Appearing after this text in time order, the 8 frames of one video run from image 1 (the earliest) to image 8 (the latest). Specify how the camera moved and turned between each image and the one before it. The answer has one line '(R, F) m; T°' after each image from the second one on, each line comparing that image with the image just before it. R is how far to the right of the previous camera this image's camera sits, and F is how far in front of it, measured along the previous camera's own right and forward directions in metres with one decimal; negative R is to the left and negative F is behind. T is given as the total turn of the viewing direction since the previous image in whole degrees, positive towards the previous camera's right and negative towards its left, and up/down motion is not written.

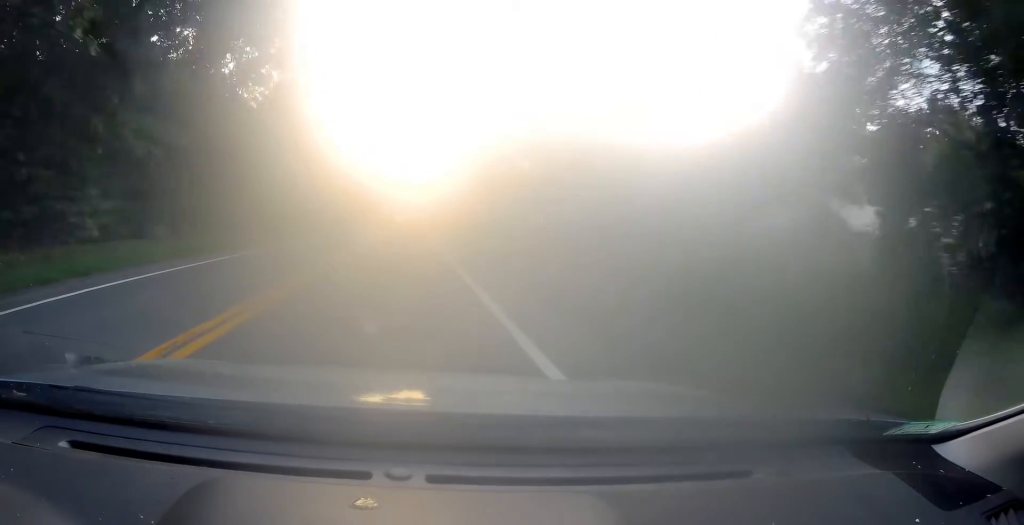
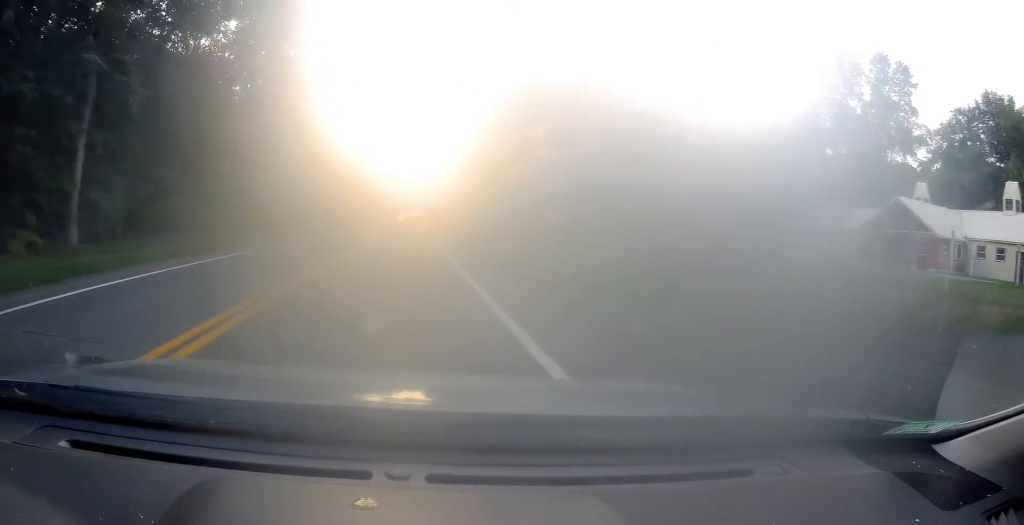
(0.0, +9.3) m; -1°
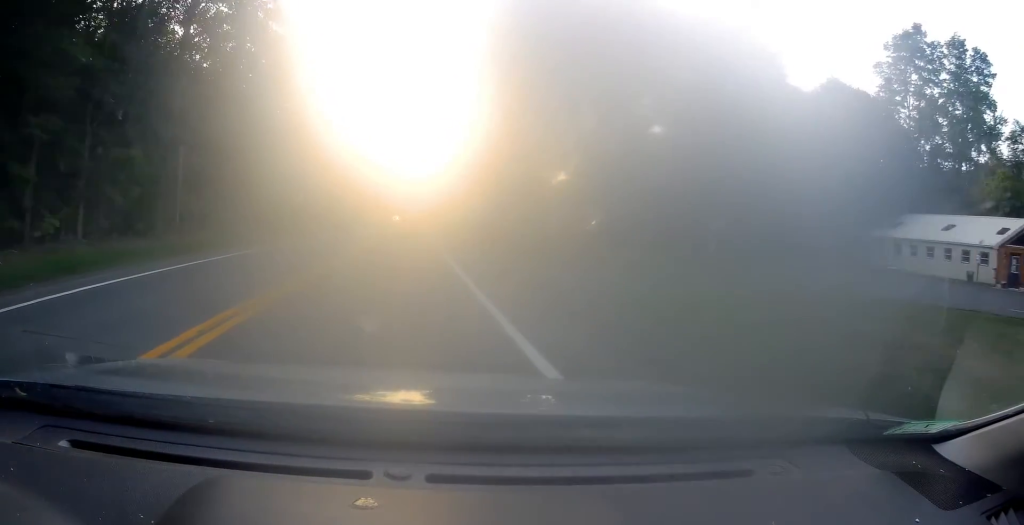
(-0.3, +14.6) m; -2°
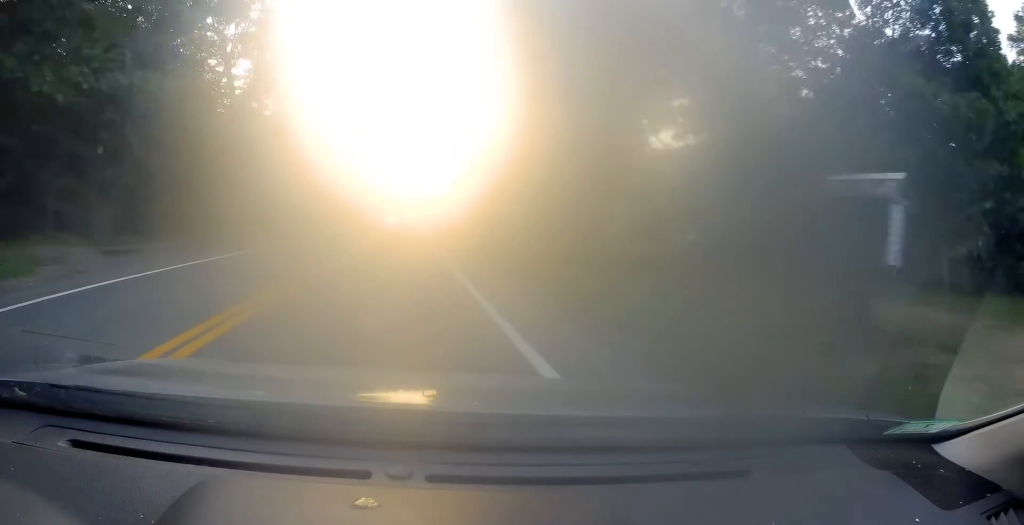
(-0.1, +19.3) m; 0°
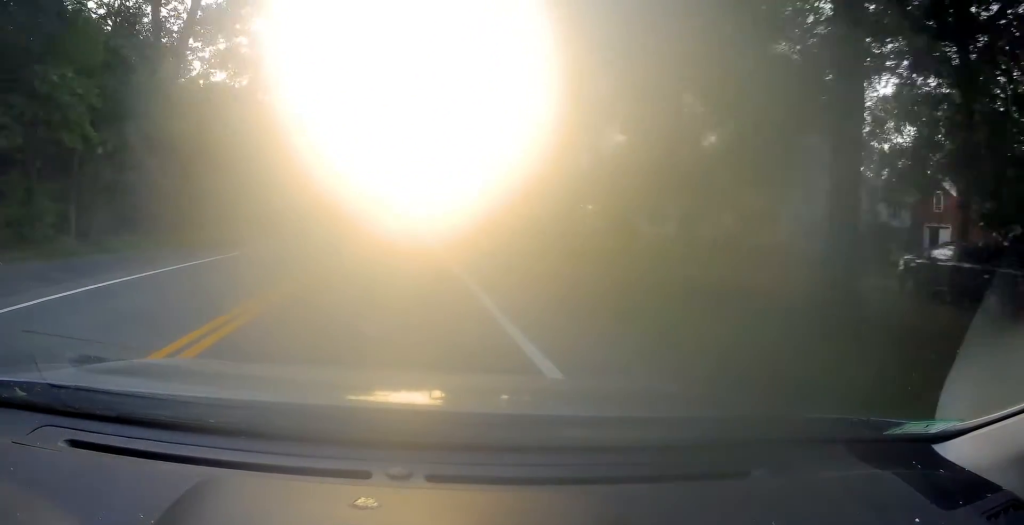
(0.0, +14.8) m; 0°
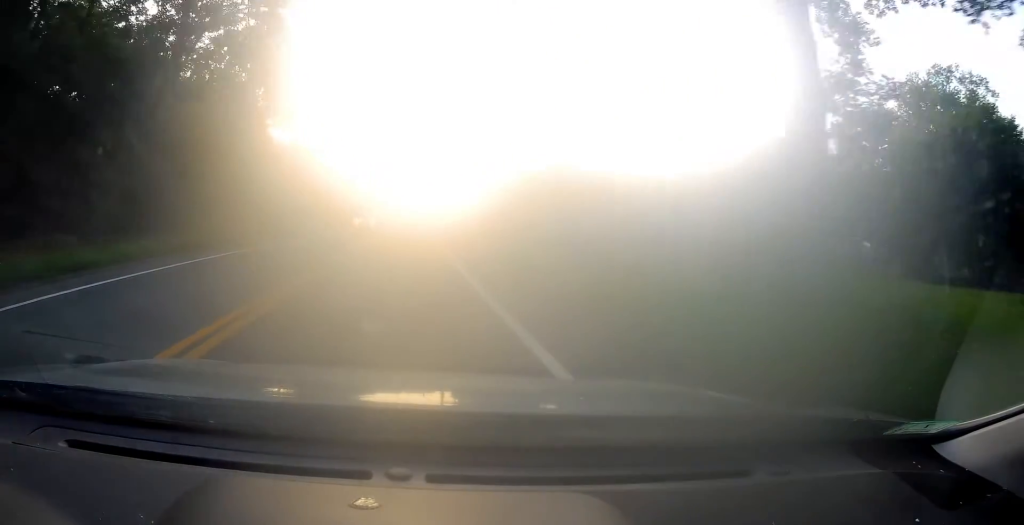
(-0.1, +26.4) m; 0°
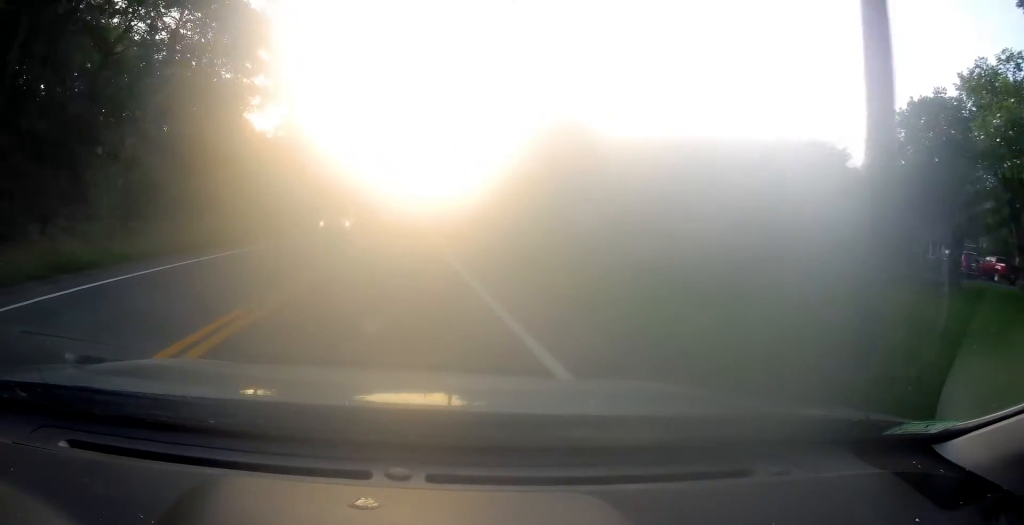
(+0.1, +10.0) m; +1°
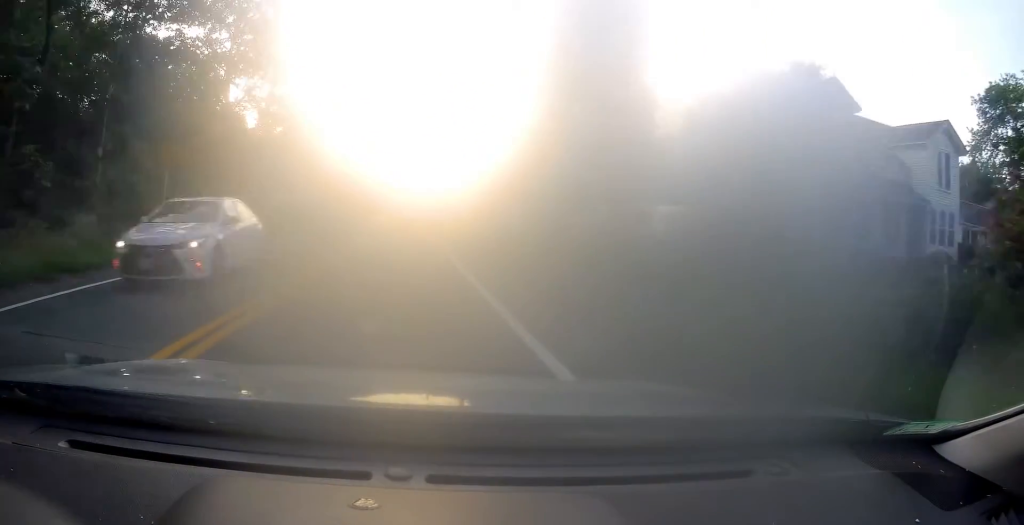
(+0.1, +9.0) m; +1°
